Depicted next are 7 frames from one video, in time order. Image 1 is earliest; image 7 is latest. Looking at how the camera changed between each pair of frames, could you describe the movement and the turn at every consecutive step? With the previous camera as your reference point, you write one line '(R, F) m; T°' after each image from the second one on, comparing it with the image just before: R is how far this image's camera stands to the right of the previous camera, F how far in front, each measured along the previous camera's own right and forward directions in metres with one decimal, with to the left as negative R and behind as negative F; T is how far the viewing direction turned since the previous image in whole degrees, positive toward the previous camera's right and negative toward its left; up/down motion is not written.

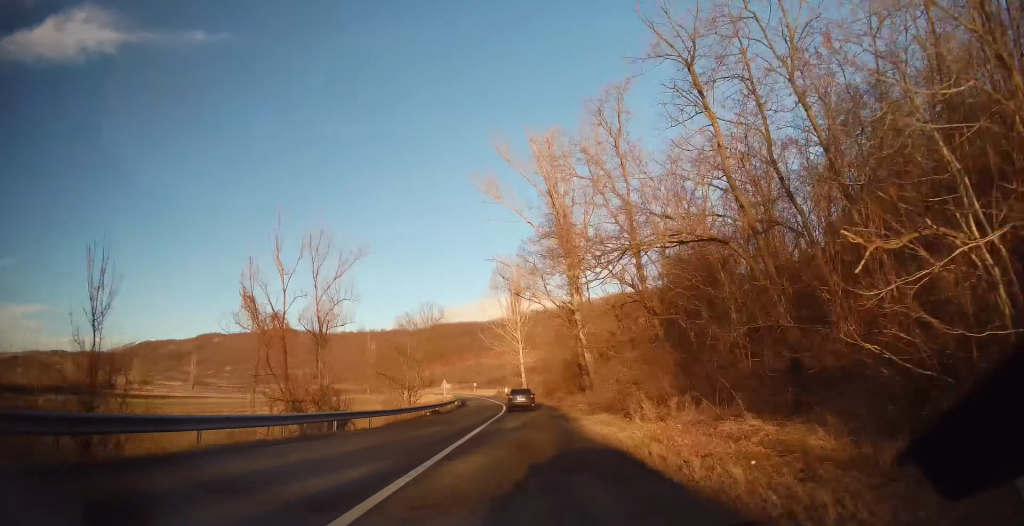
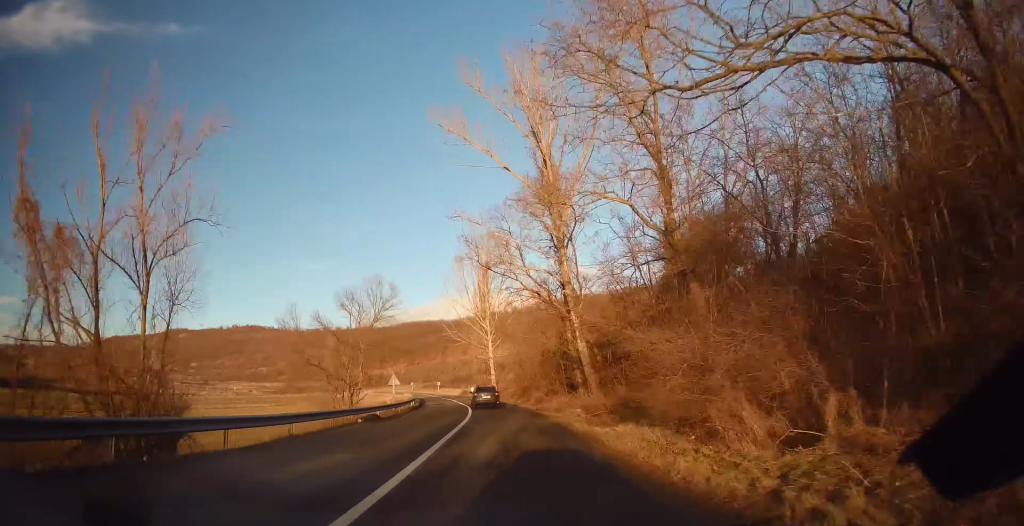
(+0.5, +10.3) m; +2°
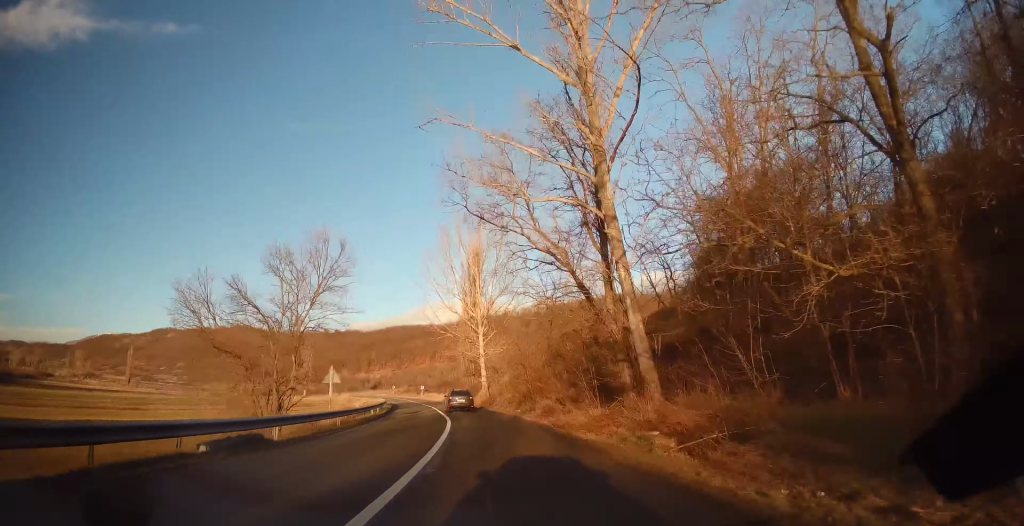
(+0.2, +12.8) m; +1°
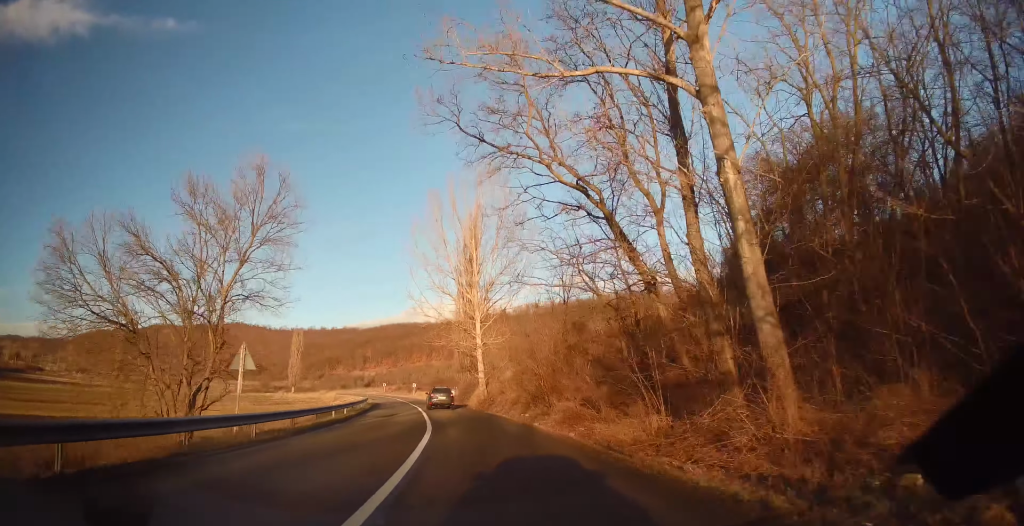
(0.0, +8.8) m; 0°
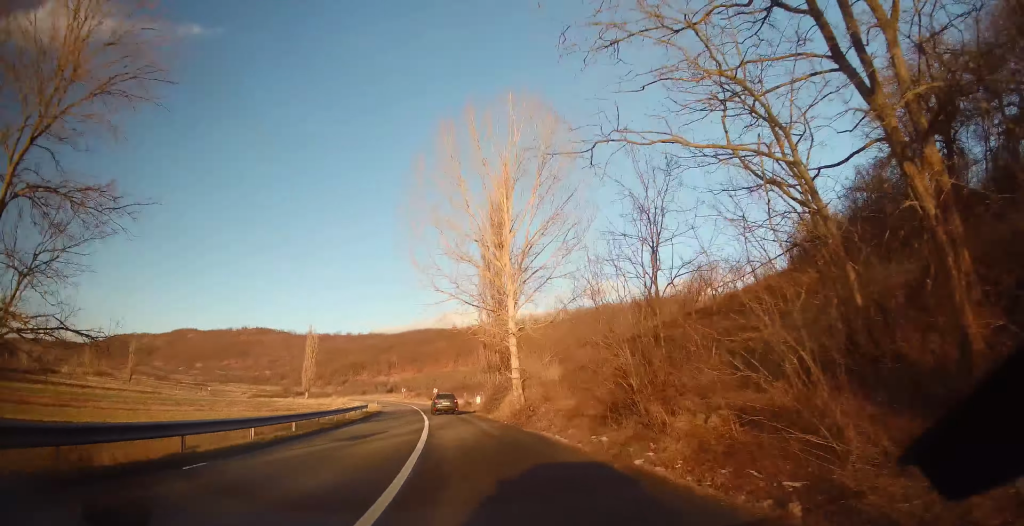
(0.0, +12.5) m; -2°
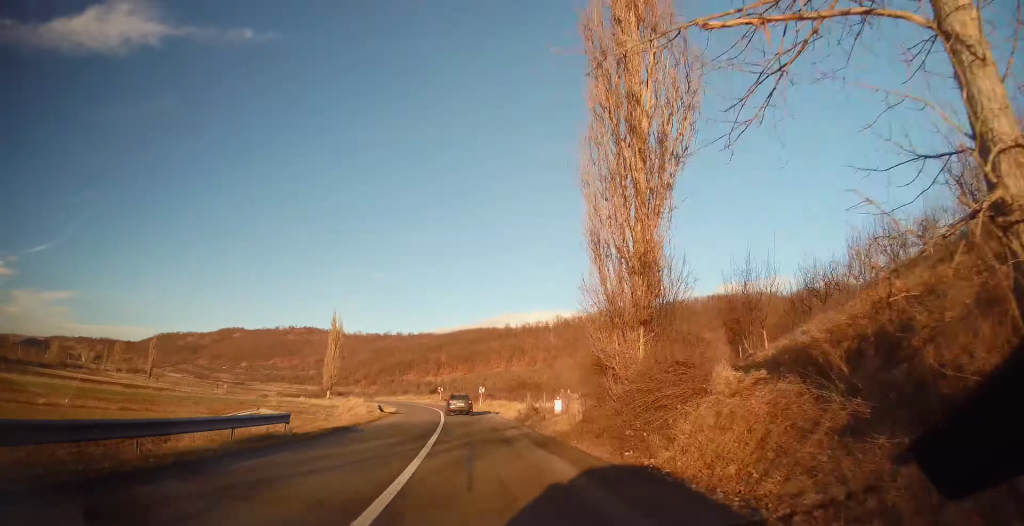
(-1.5, +26.6) m; -6°
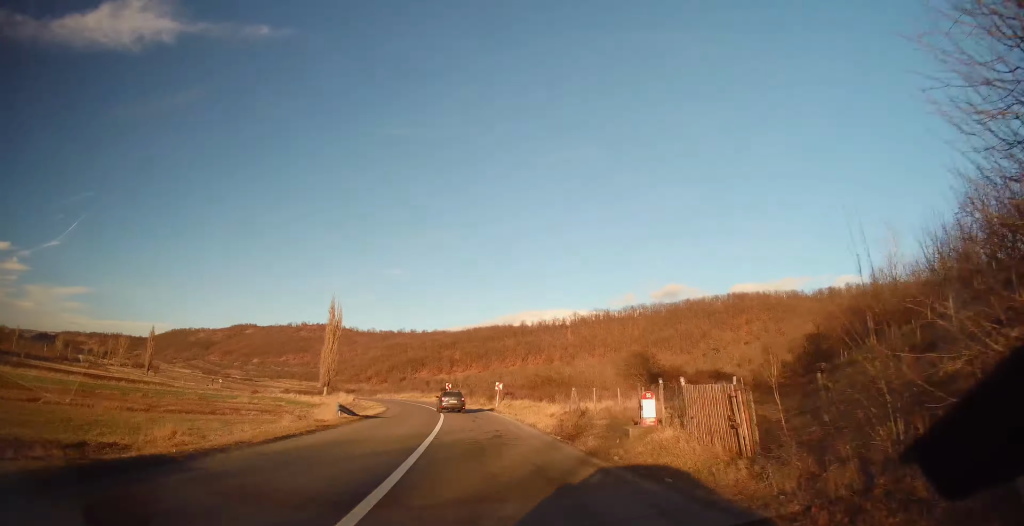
(-0.2, +13.7) m; -2°
